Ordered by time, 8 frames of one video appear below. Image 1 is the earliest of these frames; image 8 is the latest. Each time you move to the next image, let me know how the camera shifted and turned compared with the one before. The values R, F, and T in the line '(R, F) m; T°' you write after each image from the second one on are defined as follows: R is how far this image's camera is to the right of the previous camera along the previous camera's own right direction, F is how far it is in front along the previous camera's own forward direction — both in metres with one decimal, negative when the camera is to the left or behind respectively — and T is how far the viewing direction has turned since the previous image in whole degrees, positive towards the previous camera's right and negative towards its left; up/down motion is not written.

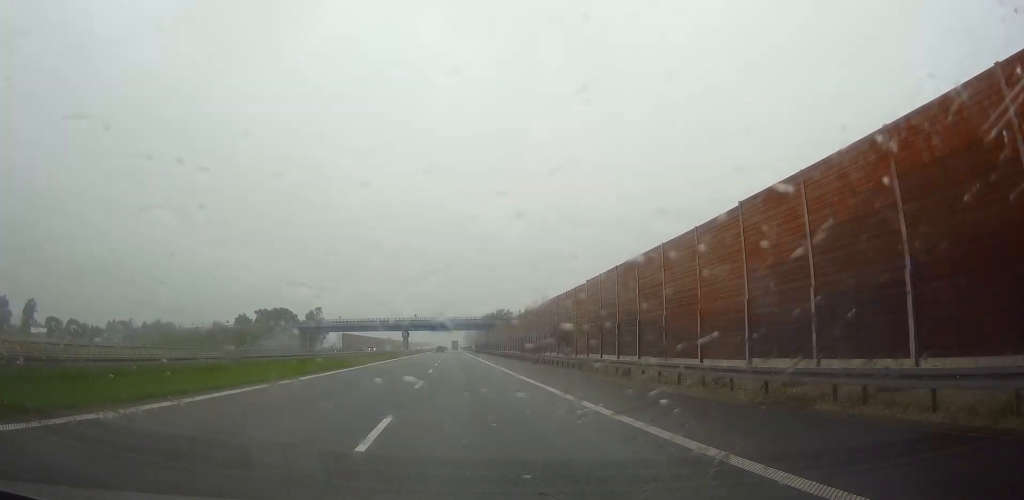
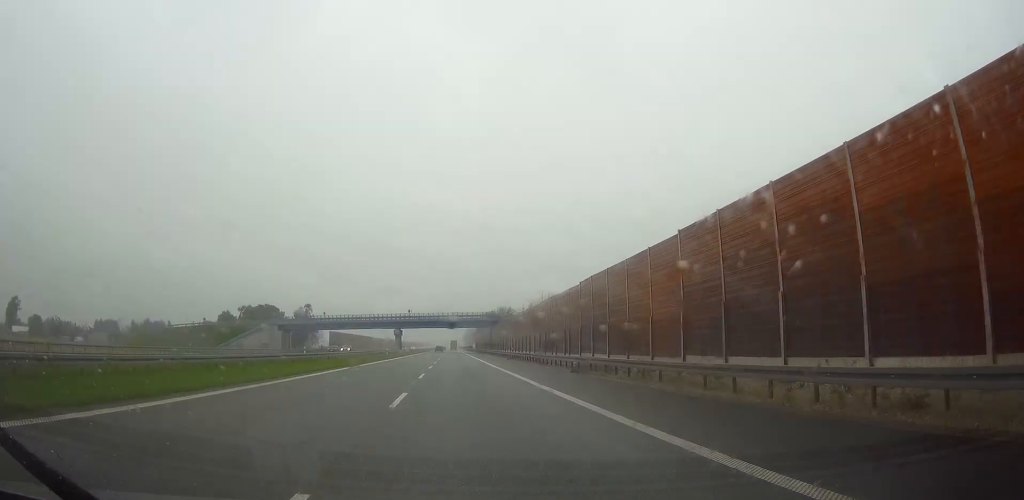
(0.0, +18.5) m; 0°
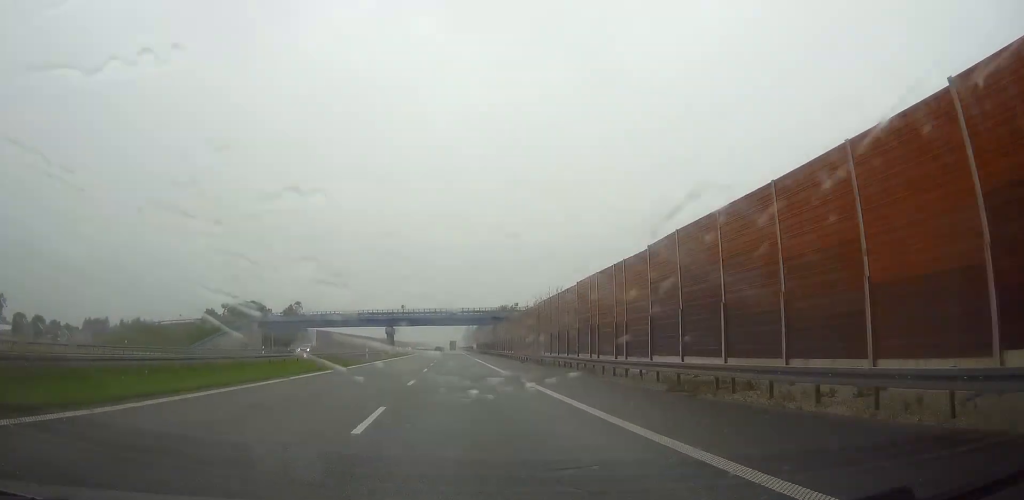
(0.0, +16.1) m; 0°
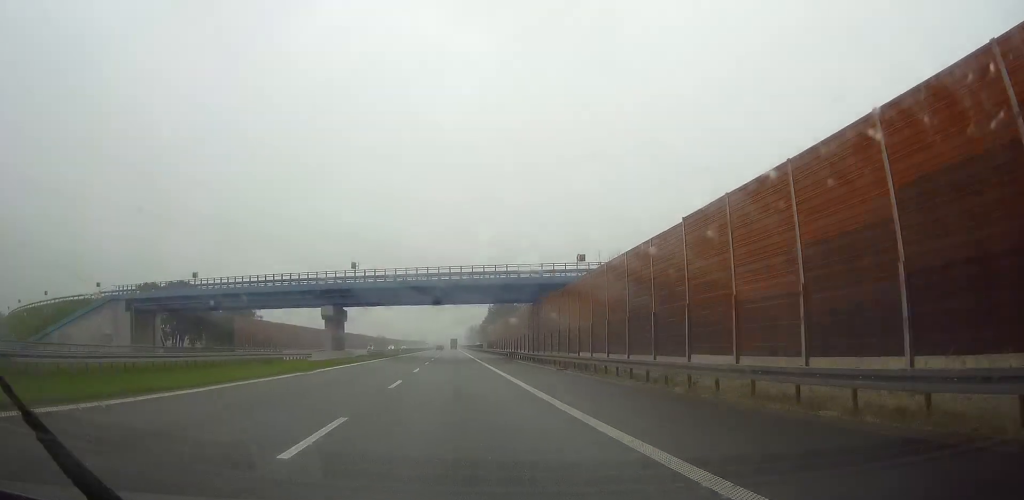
(+0.1, +60.7) m; 0°
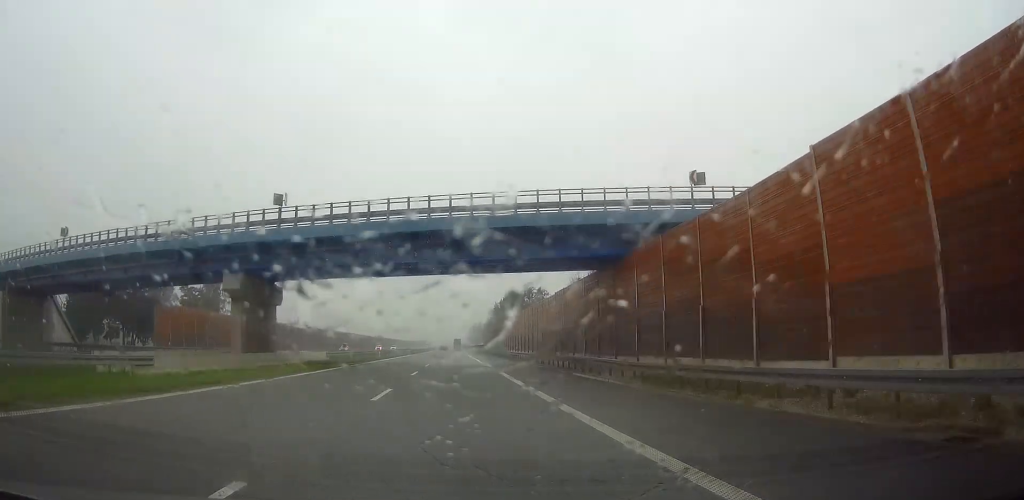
(-0.1, +28.4) m; 0°
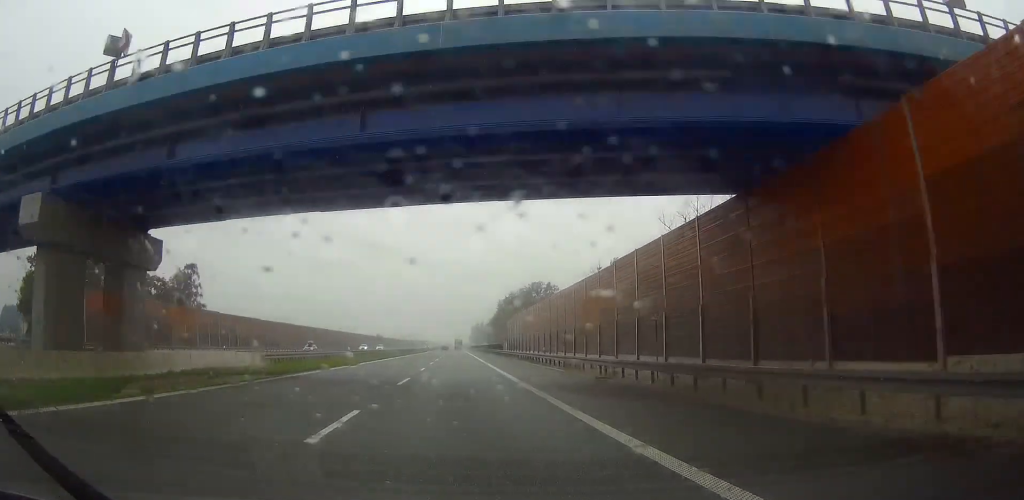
(-0.1, +19.4) m; 0°
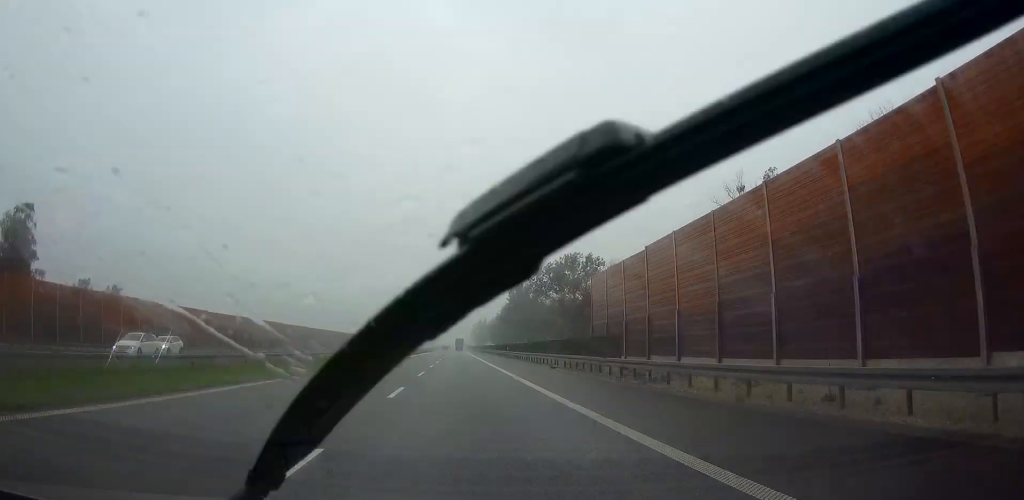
(+0.1, +65.9) m; 0°
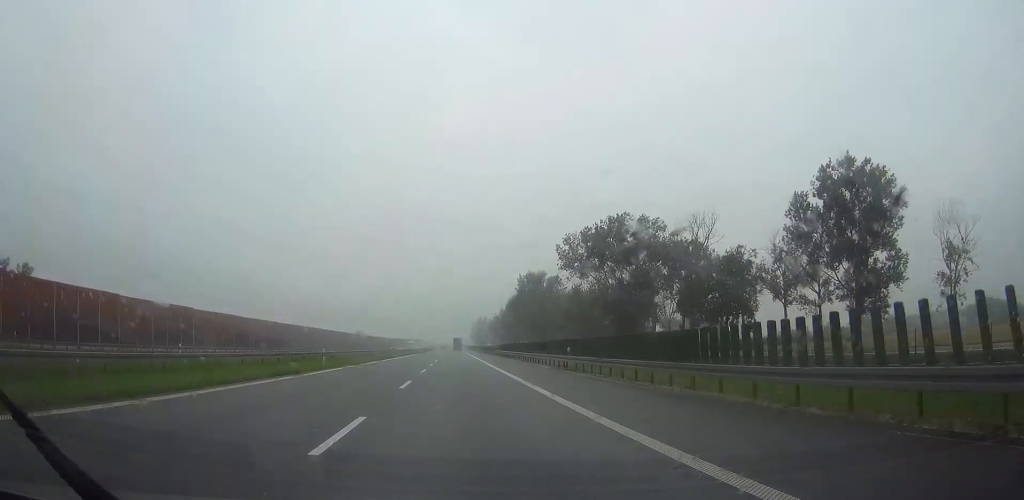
(0.0, +44.5) m; 0°
